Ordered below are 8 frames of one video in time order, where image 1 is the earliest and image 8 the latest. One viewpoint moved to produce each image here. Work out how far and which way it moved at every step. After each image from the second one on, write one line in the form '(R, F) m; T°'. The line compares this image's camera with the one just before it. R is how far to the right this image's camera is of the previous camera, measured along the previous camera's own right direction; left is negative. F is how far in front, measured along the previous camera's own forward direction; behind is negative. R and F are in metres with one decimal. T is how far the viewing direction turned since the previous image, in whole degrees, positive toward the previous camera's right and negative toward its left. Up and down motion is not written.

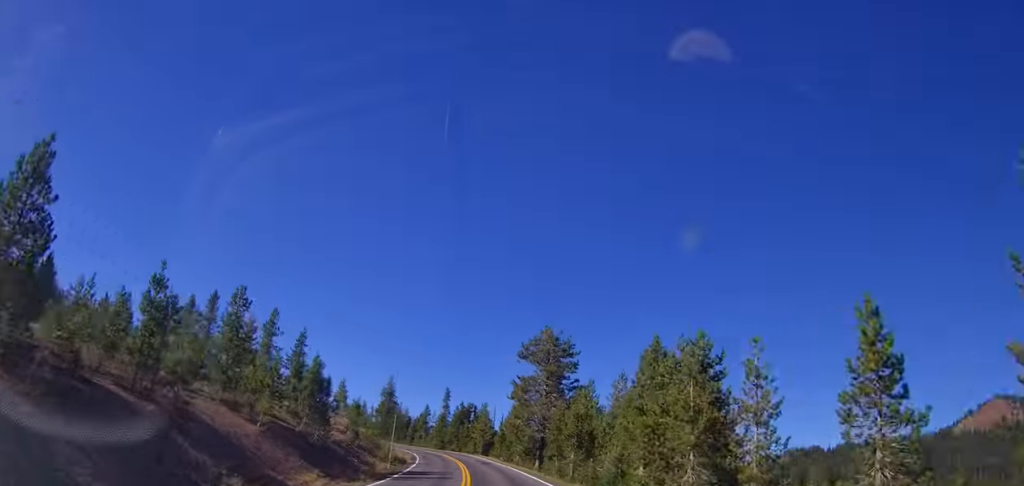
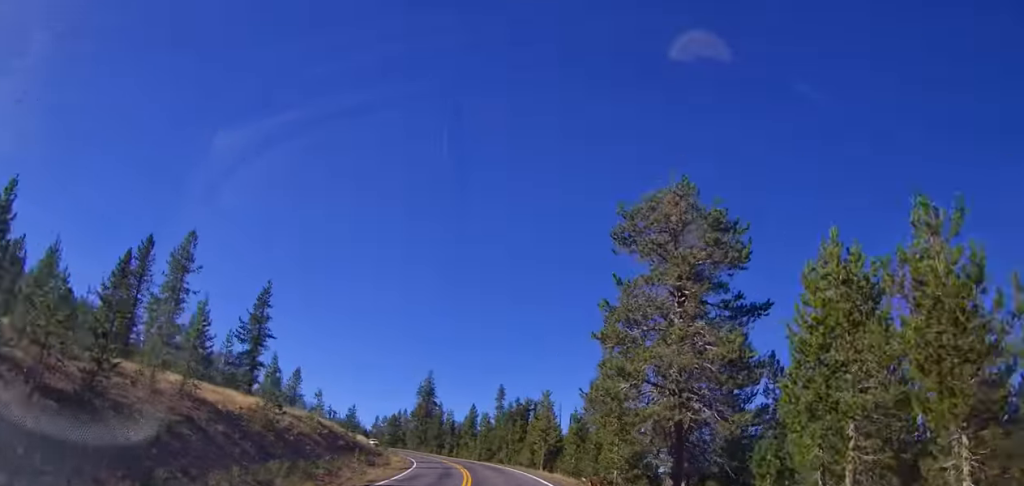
(-1.7, +34.8) m; -6°
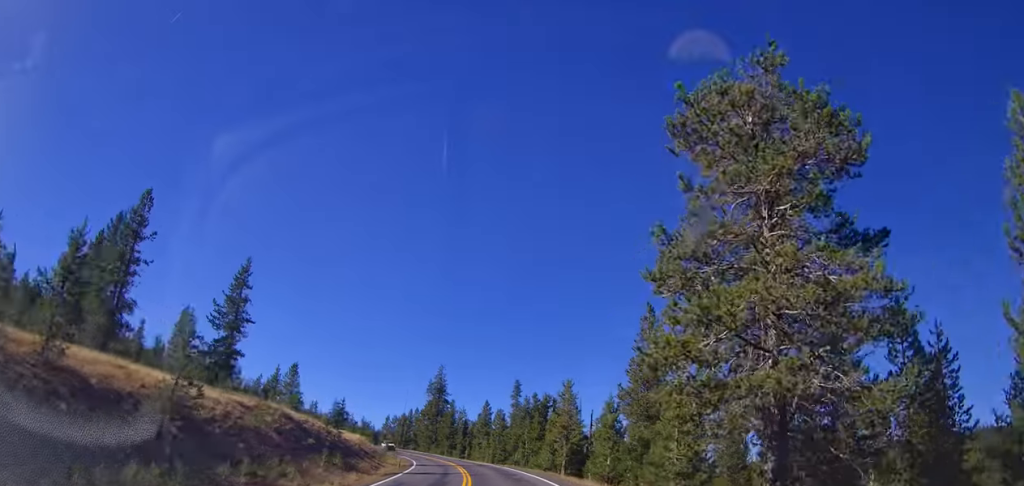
(-0.2, +8.9) m; -1°
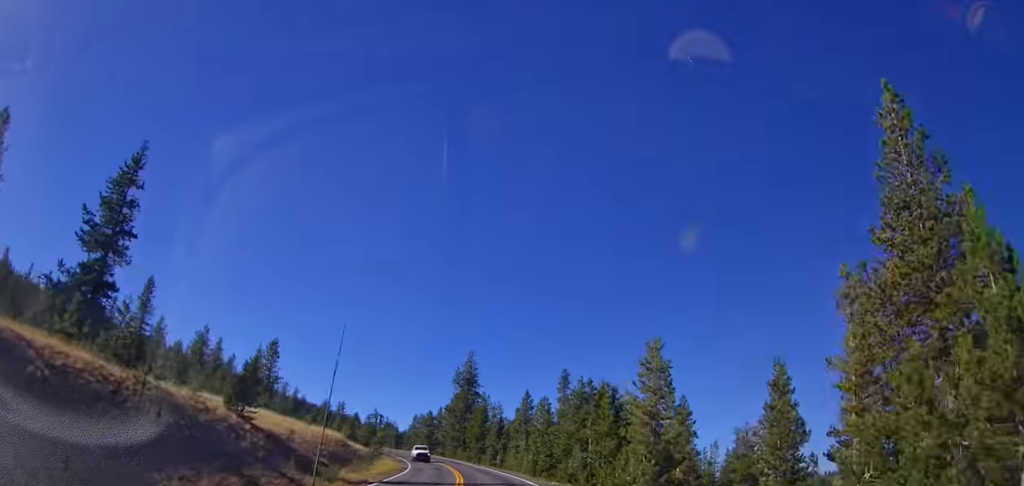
(-0.7, +24.0) m; -5°
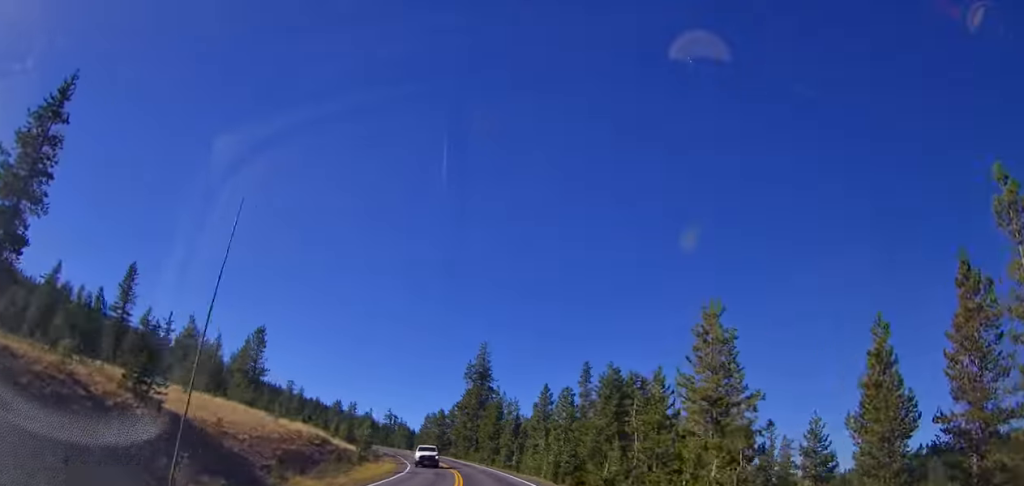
(-0.5, +8.8) m; -1°
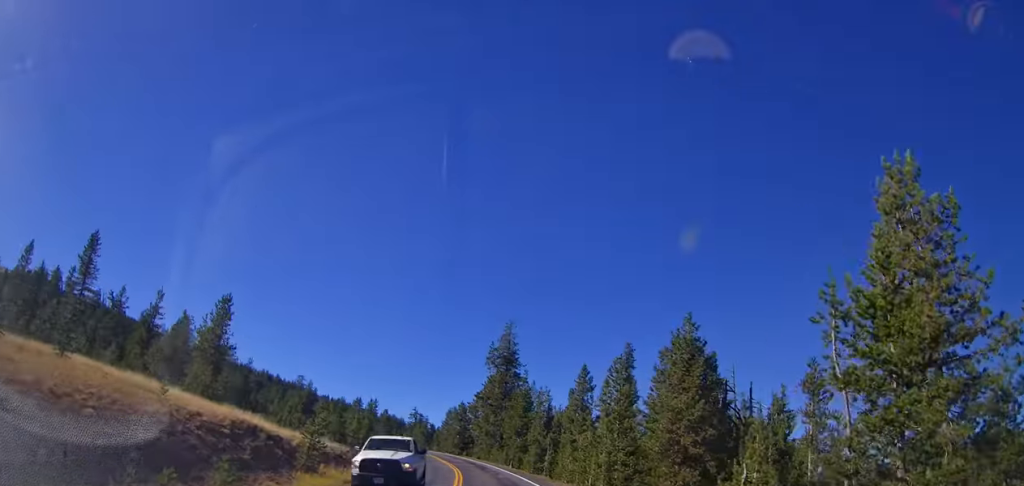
(-0.2, +14.5) m; -2°
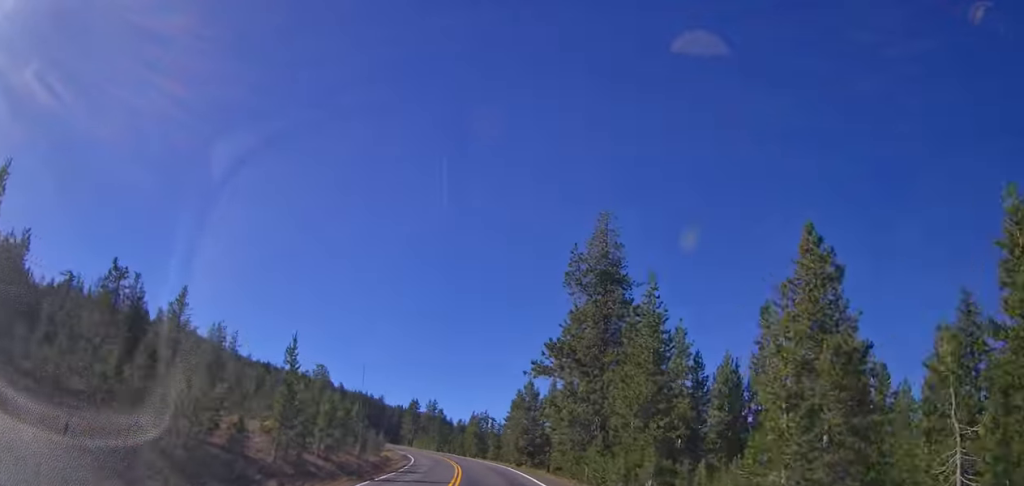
(-3.1, +38.5) m; -11°
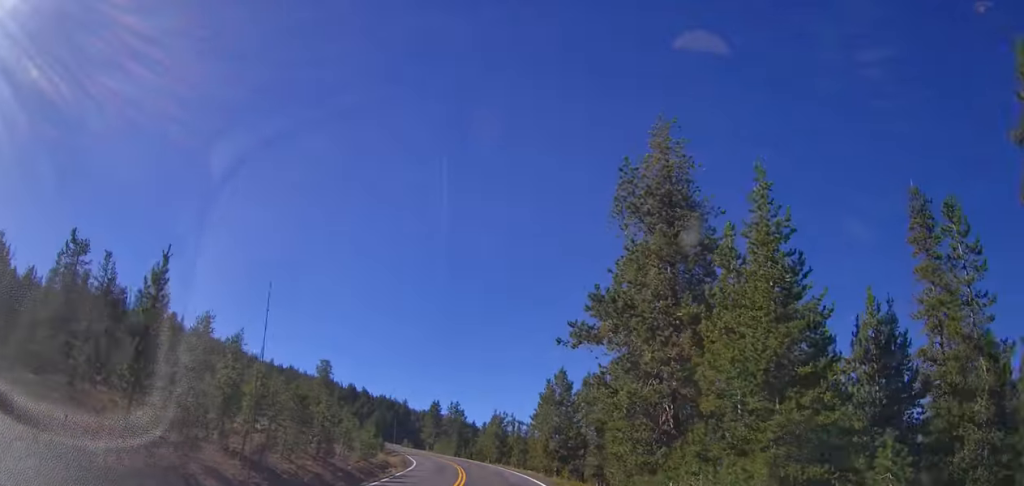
(-0.5, +12.8) m; -3°
